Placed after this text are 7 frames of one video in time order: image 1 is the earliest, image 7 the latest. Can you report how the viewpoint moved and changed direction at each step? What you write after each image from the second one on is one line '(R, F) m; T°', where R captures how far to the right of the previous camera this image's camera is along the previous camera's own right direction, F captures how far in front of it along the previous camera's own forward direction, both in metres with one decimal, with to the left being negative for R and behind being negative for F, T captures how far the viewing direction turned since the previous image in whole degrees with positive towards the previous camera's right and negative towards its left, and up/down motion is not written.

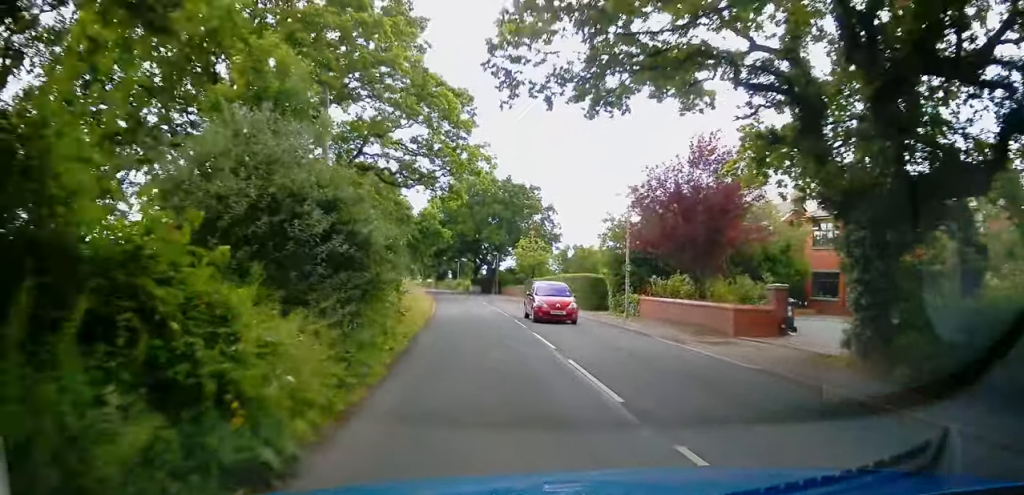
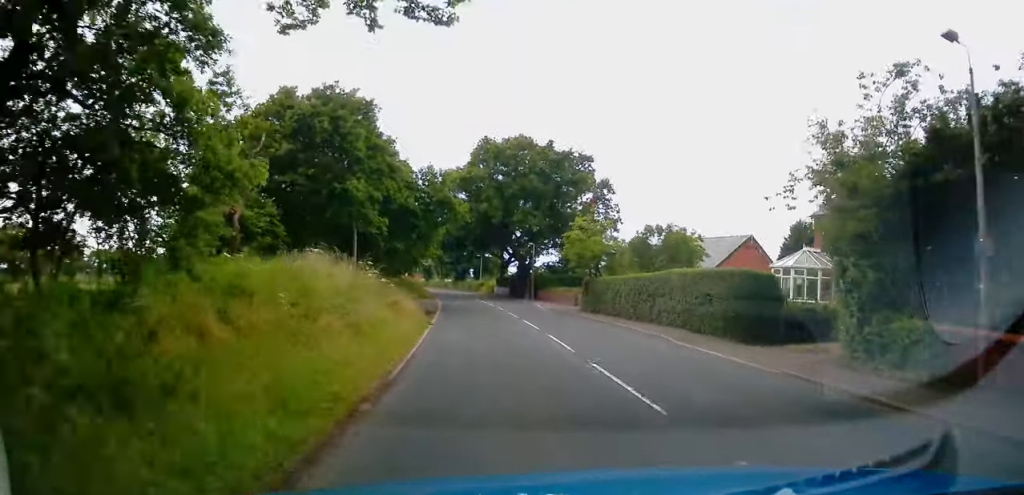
(-0.6, +18.1) m; -4°
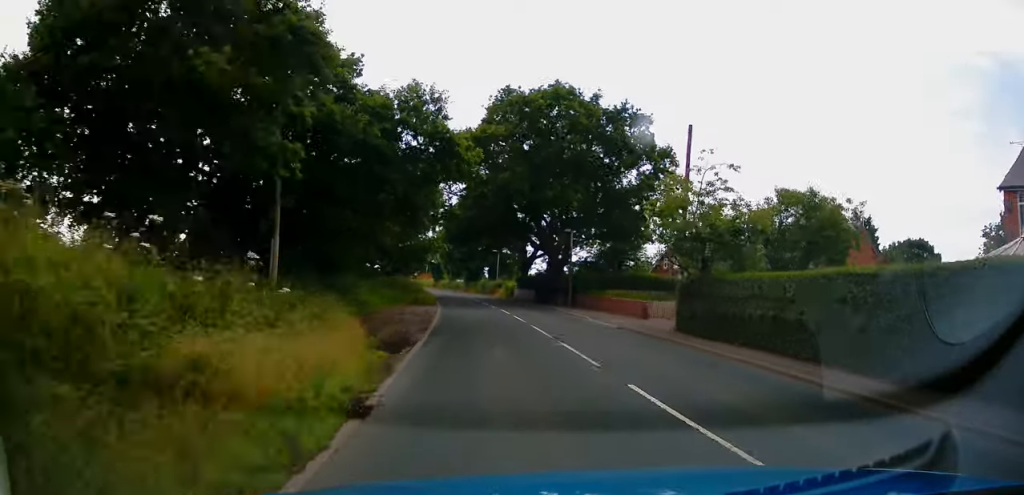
(-0.3, +14.2) m; -1°
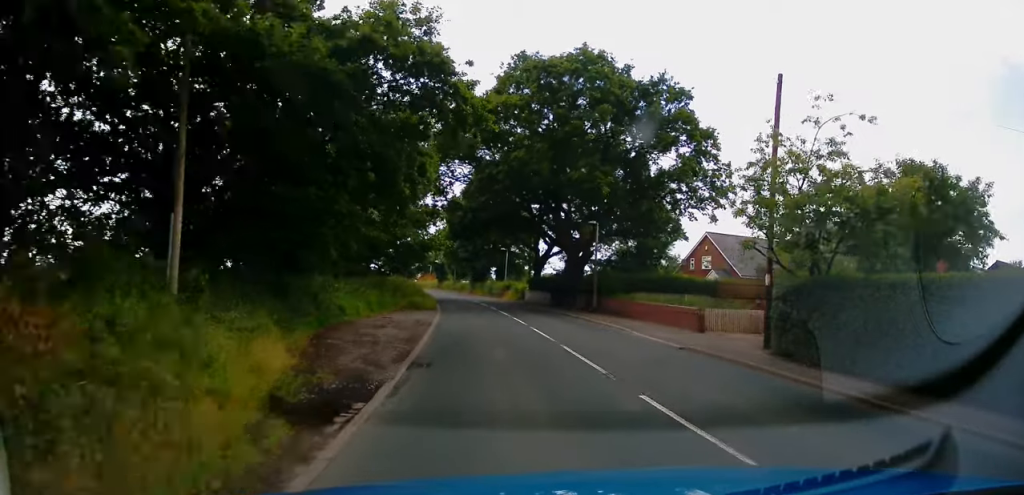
(0.0, +6.2) m; 0°
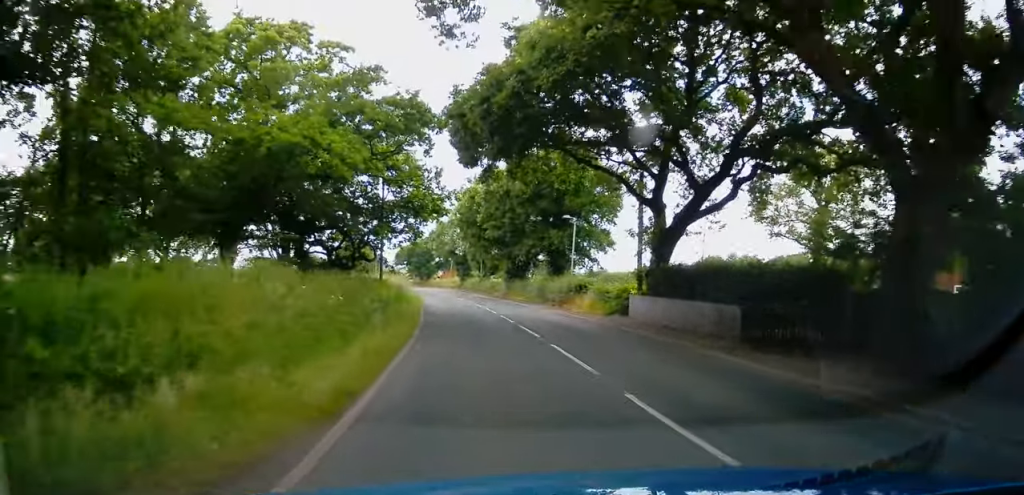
(-0.4, +29.9) m; -4°
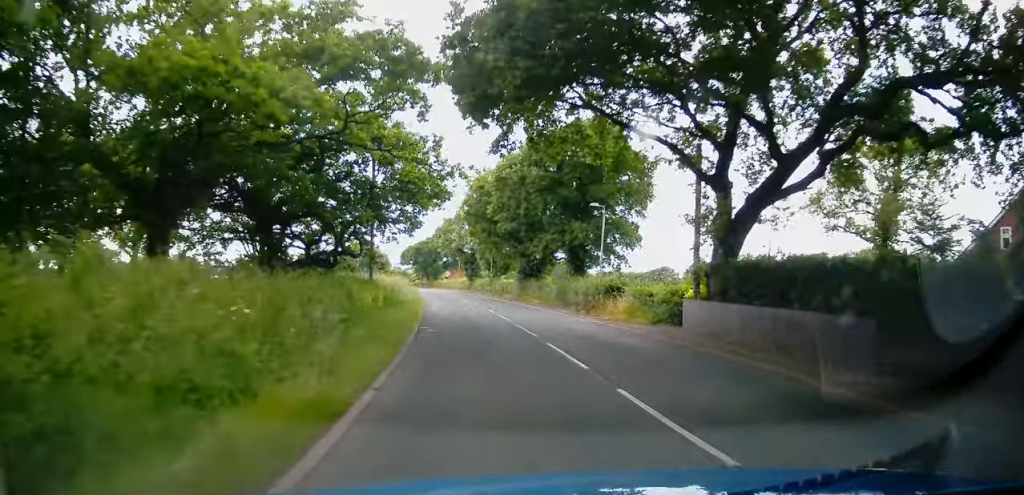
(-0.1, +5.7) m; -1°
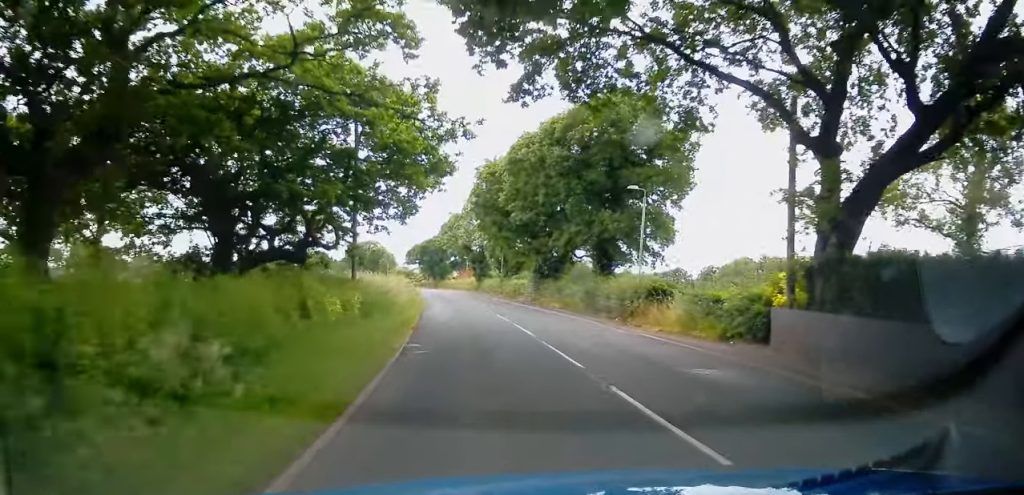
(0.0, +5.9) m; -1°
